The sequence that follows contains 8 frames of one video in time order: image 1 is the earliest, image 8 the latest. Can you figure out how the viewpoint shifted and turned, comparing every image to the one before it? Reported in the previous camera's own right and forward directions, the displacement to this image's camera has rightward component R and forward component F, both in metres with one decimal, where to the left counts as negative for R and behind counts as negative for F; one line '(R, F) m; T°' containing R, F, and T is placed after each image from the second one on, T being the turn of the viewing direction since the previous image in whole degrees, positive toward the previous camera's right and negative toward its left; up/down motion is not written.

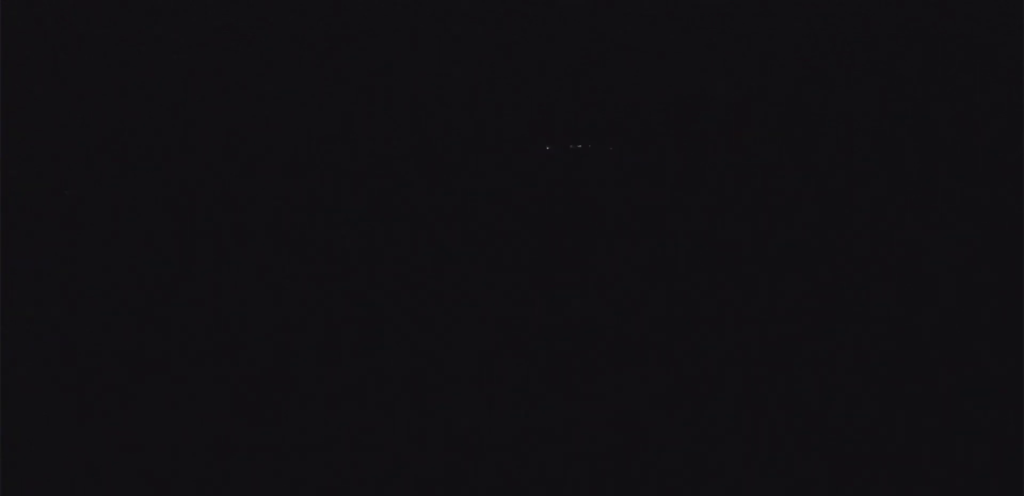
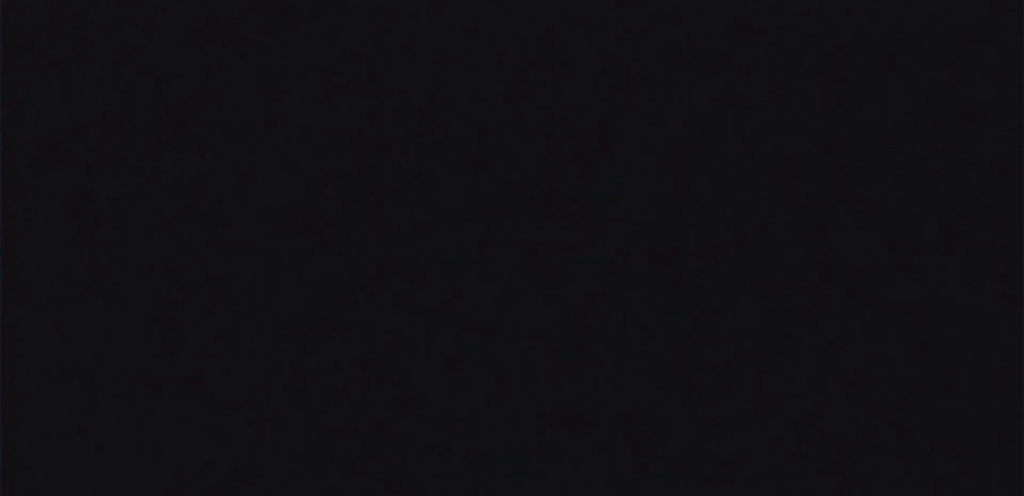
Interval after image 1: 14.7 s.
(-29.8, +400.1) m; -10°
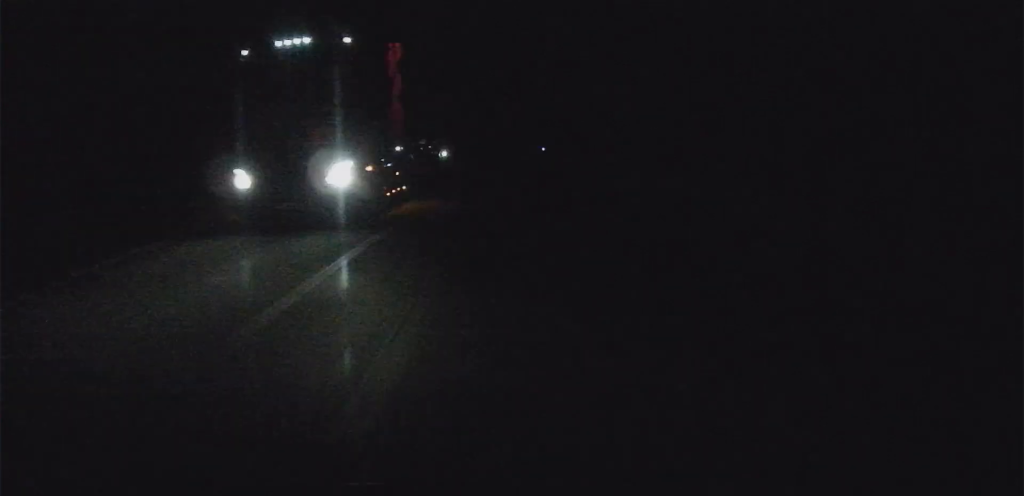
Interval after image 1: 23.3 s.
(-17.0, +236.3) m; -4°
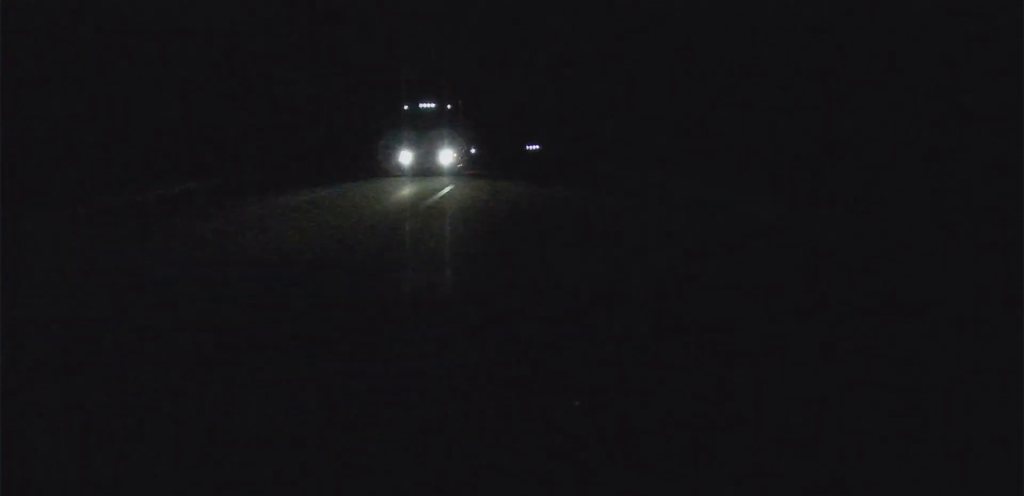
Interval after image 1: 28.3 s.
(-2.5, +134.9) m; -1°
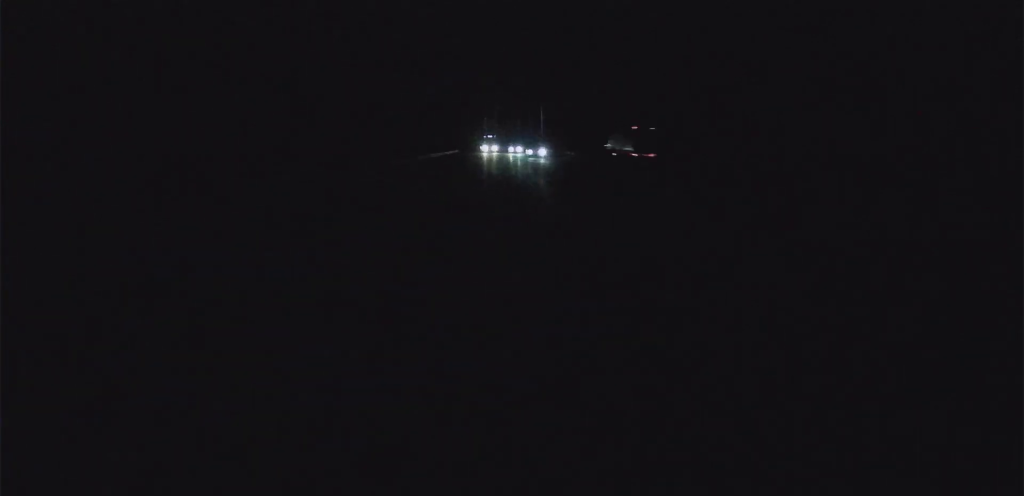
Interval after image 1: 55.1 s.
(+85.6, +708.8) m; +19°
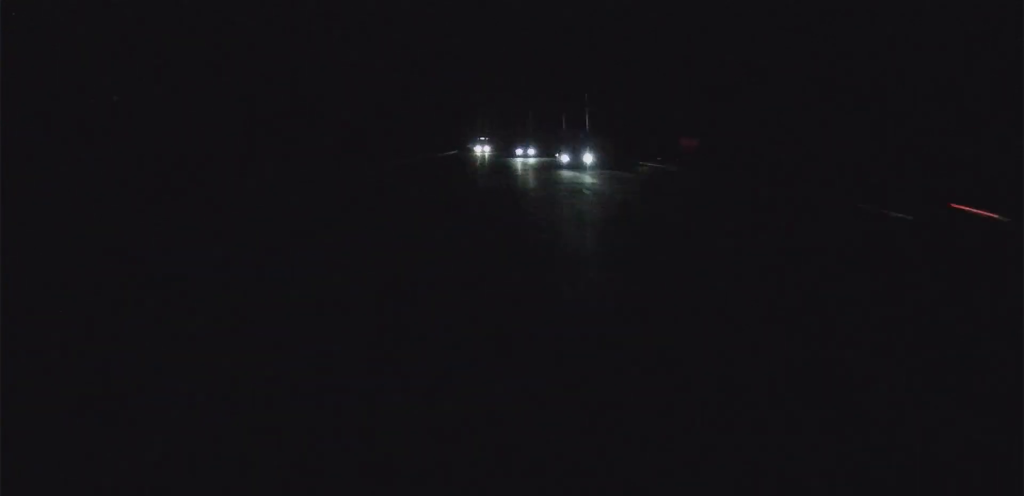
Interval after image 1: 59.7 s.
(+0.9, +129.2) m; +5°
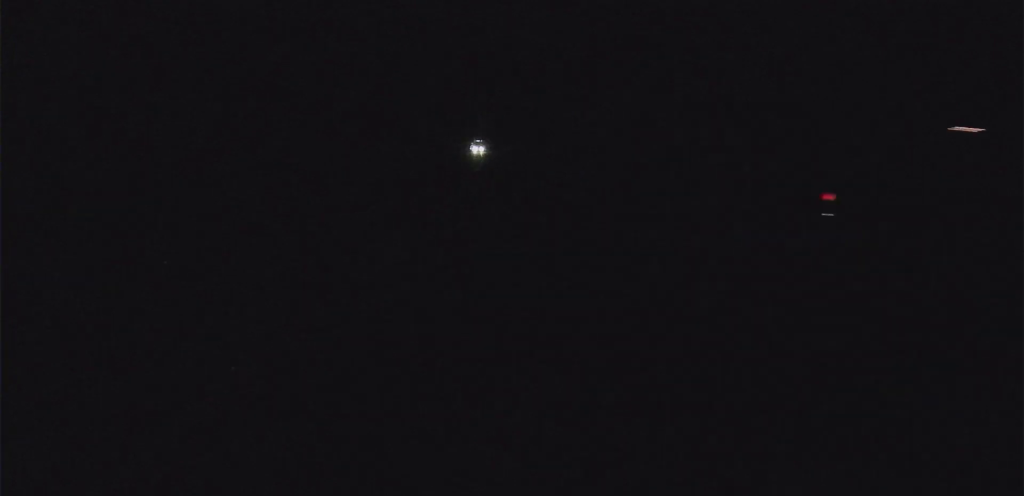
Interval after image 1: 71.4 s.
(+31.9, +296.2) m; +13°
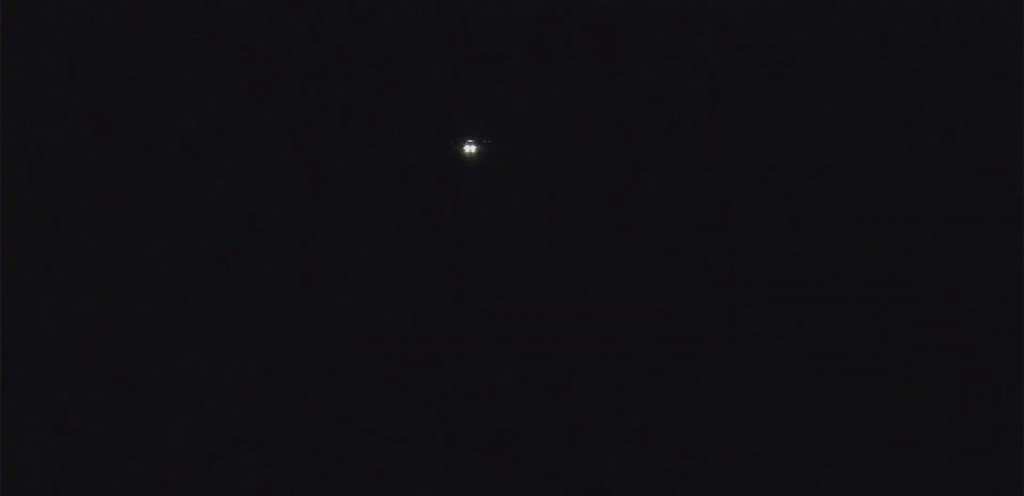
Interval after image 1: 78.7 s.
(+18.5, +200.9) m; +8°
